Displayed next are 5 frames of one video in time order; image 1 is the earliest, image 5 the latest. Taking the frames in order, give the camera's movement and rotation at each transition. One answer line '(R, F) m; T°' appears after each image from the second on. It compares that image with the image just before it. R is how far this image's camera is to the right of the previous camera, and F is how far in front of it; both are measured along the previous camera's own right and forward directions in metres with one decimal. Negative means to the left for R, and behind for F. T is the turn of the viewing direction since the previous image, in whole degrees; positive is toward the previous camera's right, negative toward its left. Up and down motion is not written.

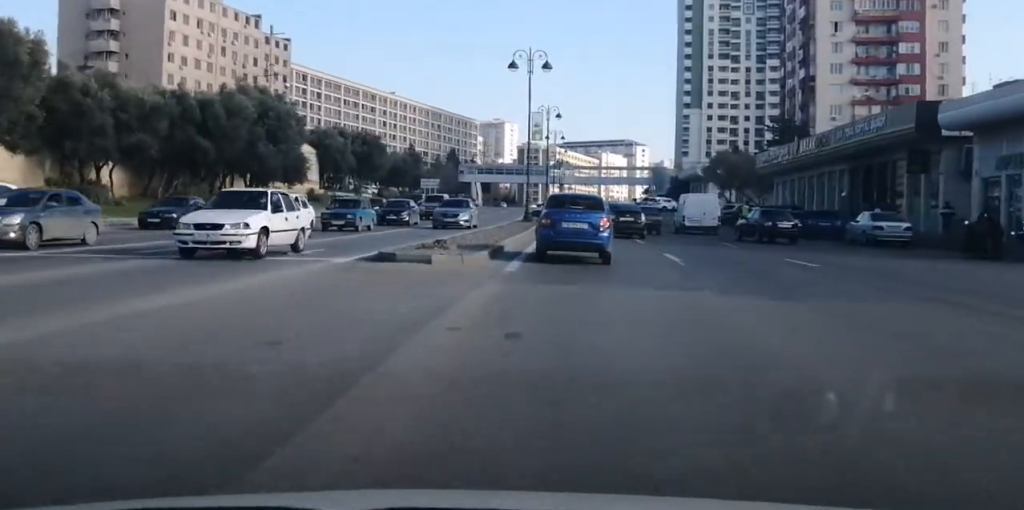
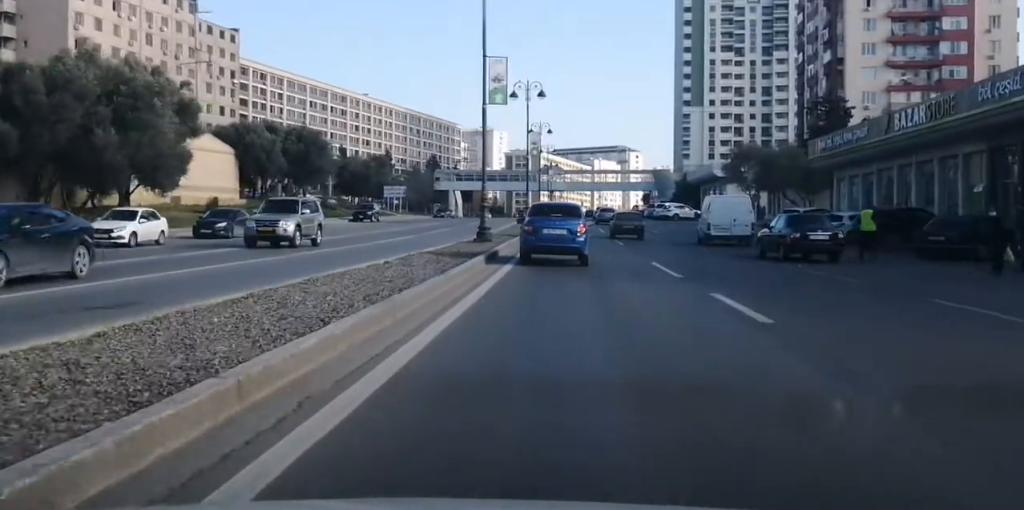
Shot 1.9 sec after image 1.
(+0.8, +23.5) m; +2°
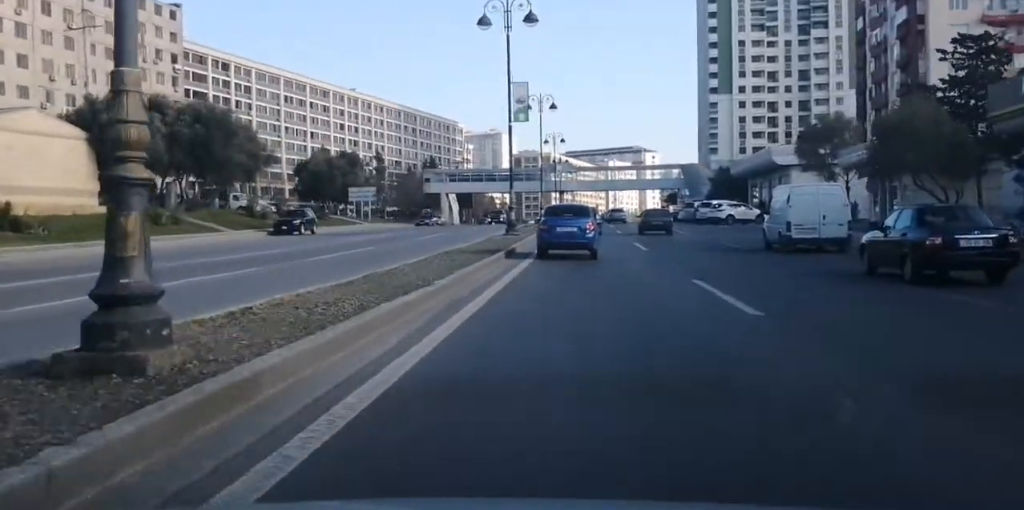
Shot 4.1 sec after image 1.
(-0.2, +27.3) m; -1°
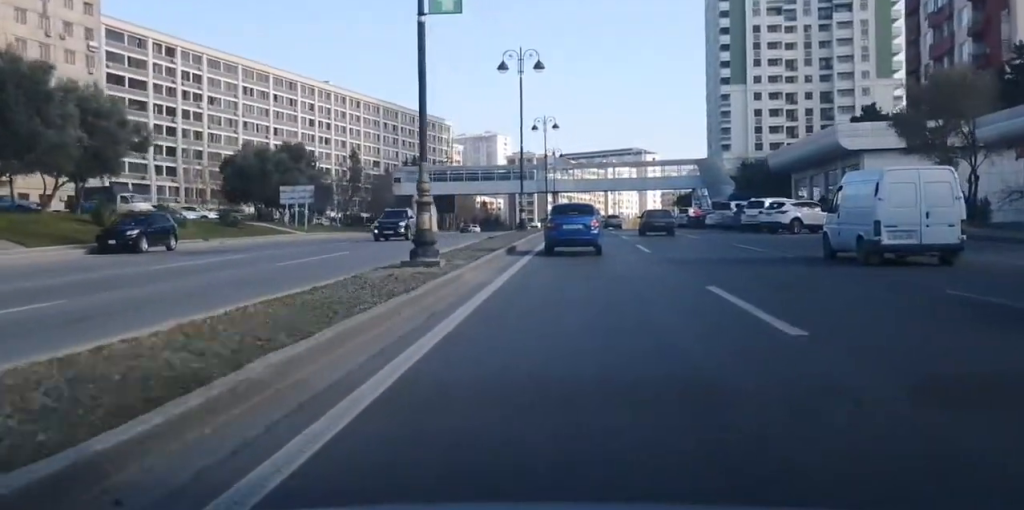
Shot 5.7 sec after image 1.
(0.0, +21.8) m; +1°
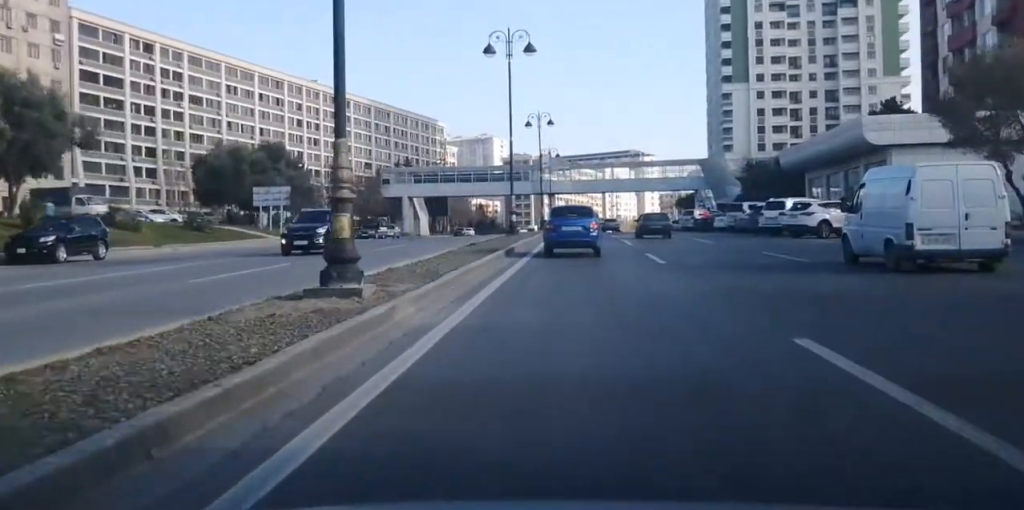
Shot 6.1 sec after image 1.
(0.0, +6.2) m; +1°
